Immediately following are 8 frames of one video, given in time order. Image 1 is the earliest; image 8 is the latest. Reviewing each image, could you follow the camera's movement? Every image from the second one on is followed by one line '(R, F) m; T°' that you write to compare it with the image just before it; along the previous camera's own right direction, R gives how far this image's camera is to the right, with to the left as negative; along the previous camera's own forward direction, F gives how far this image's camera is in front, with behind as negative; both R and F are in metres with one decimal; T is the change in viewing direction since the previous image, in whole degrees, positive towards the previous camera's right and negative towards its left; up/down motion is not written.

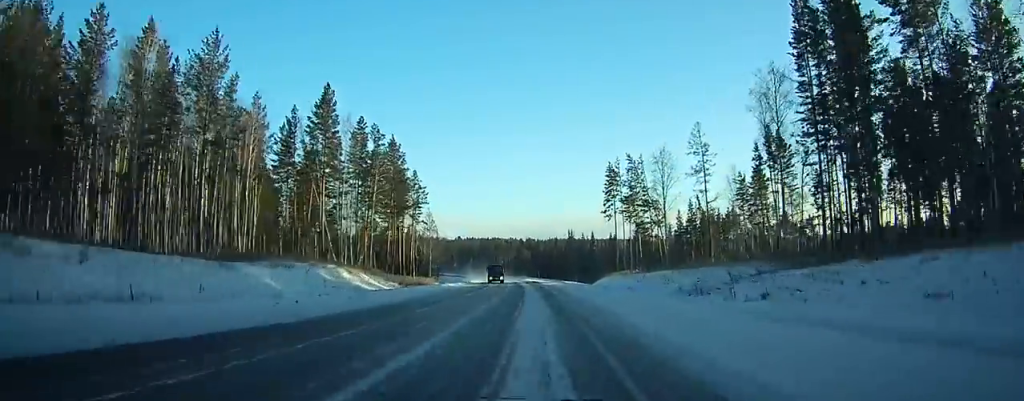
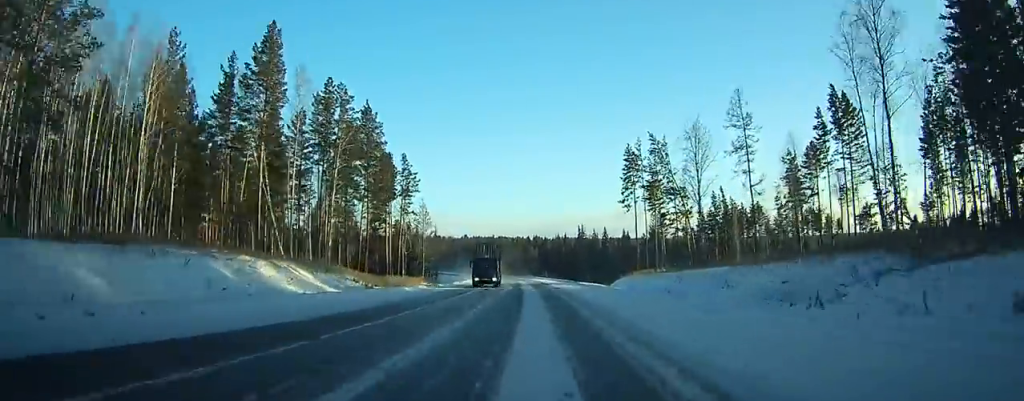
(-0.1, +18.9) m; -1°
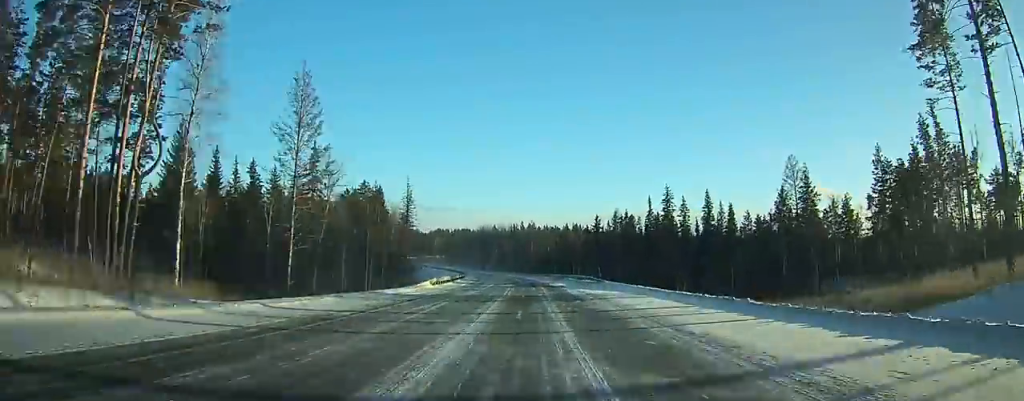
(-2.9, +93.5) m; -3°
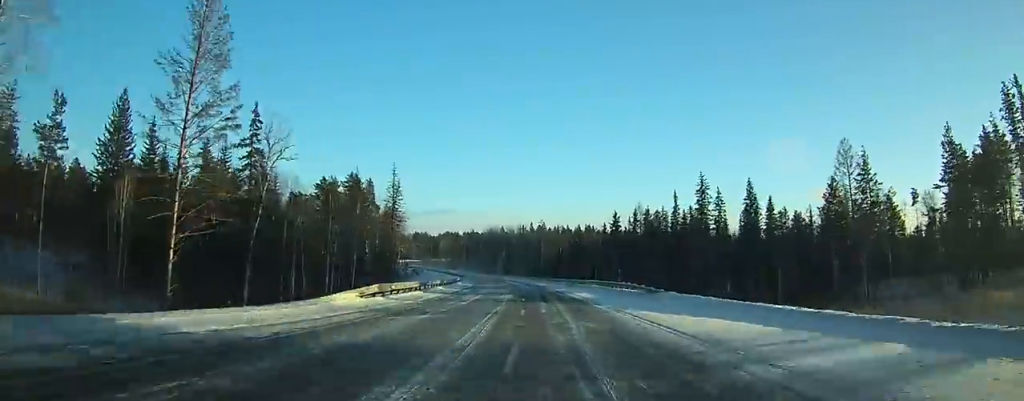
(-0.1, +19.5) m; -1°
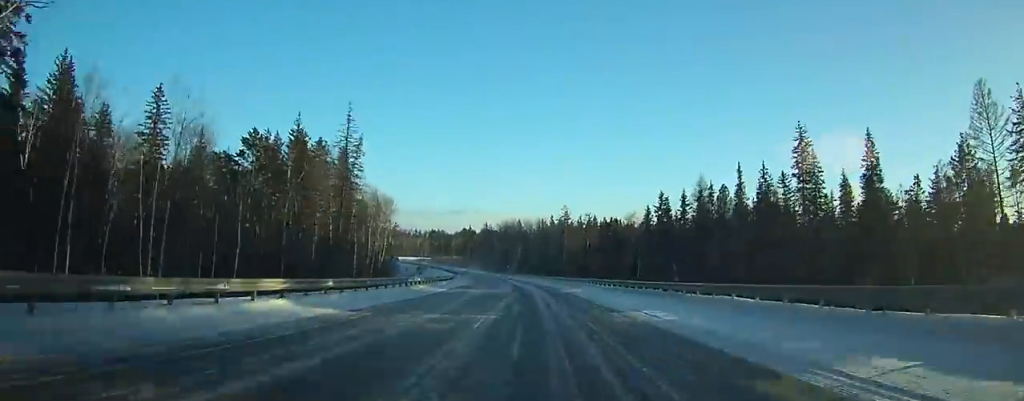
(-0.1, +34.6) m; -1°
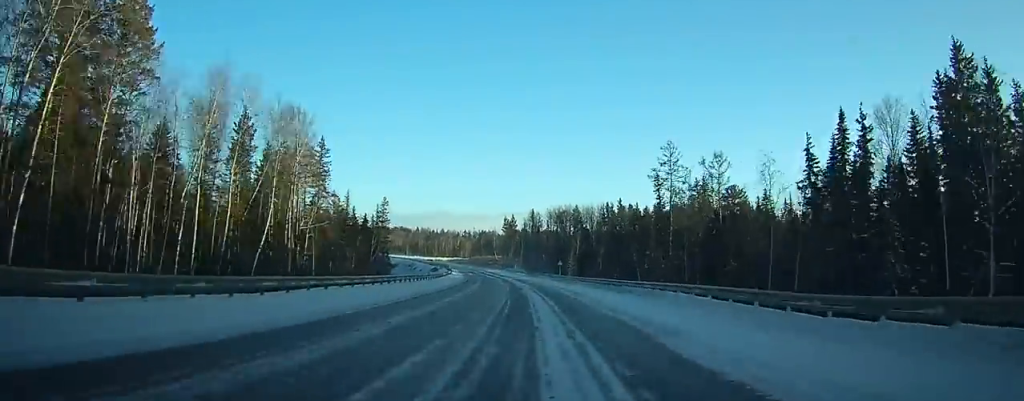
(-3.4, +77.6) m; -6°
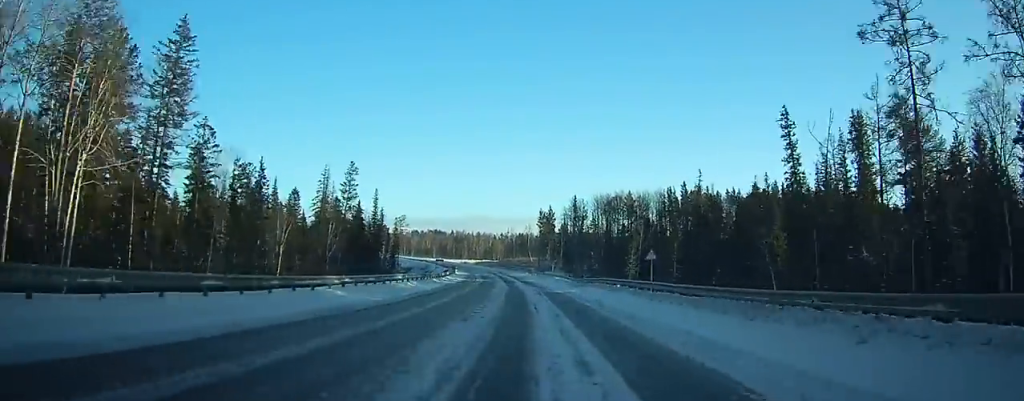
(-1.5, +47.8) m; -4°
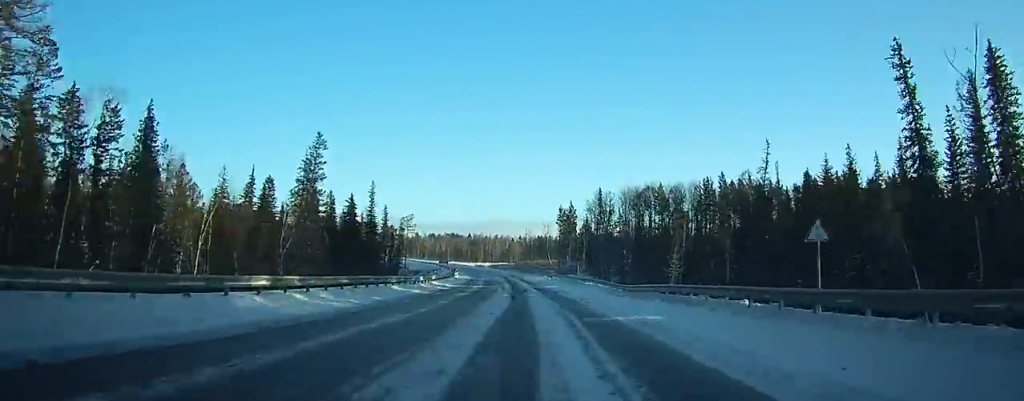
(-0.6, +21.2) m; -2°
